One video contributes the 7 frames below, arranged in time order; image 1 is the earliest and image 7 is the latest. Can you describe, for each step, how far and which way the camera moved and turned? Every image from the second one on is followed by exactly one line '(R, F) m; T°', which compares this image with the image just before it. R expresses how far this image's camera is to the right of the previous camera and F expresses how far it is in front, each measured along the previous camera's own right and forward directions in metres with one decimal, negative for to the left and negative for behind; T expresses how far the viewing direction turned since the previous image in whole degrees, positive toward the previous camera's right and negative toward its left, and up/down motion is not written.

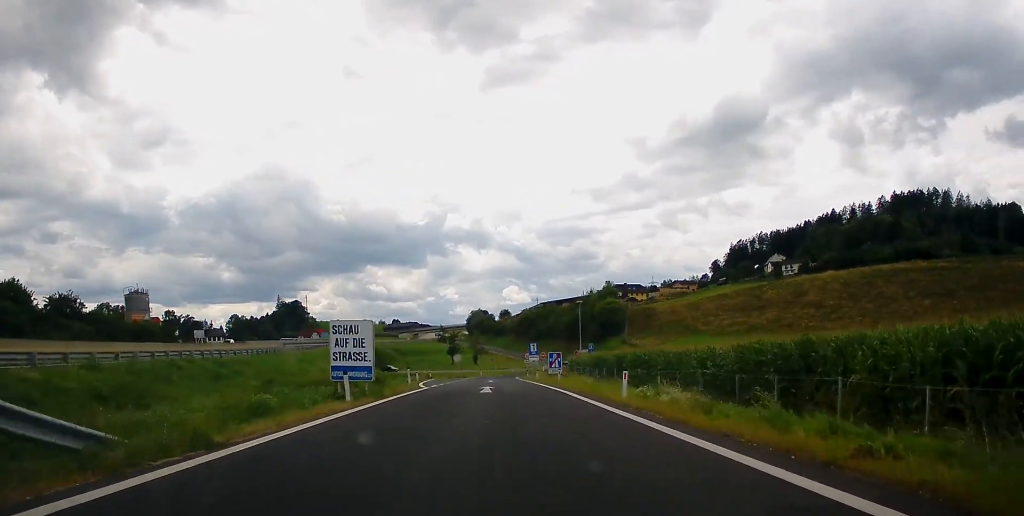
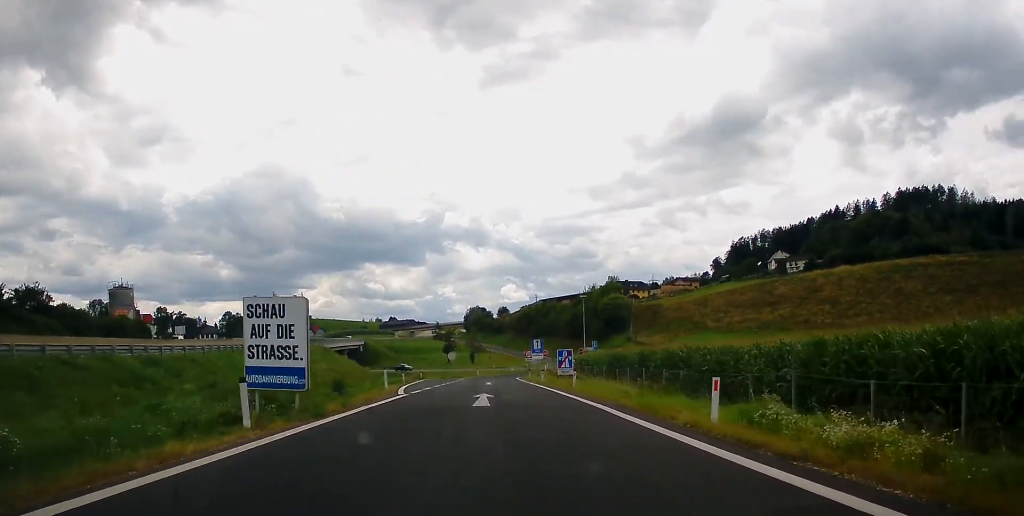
(-0.1, +9.4) m; -1°
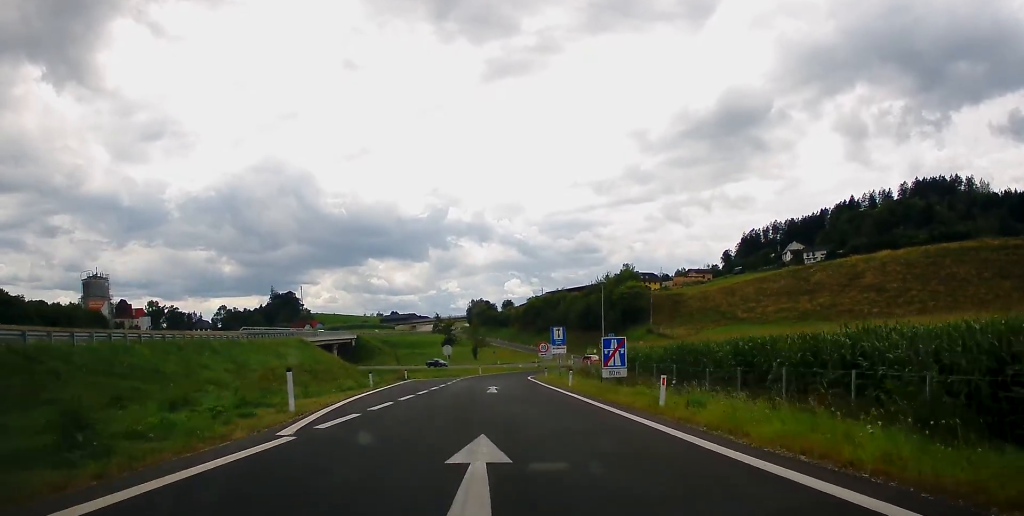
(-0.3, +17.9) m; -1°
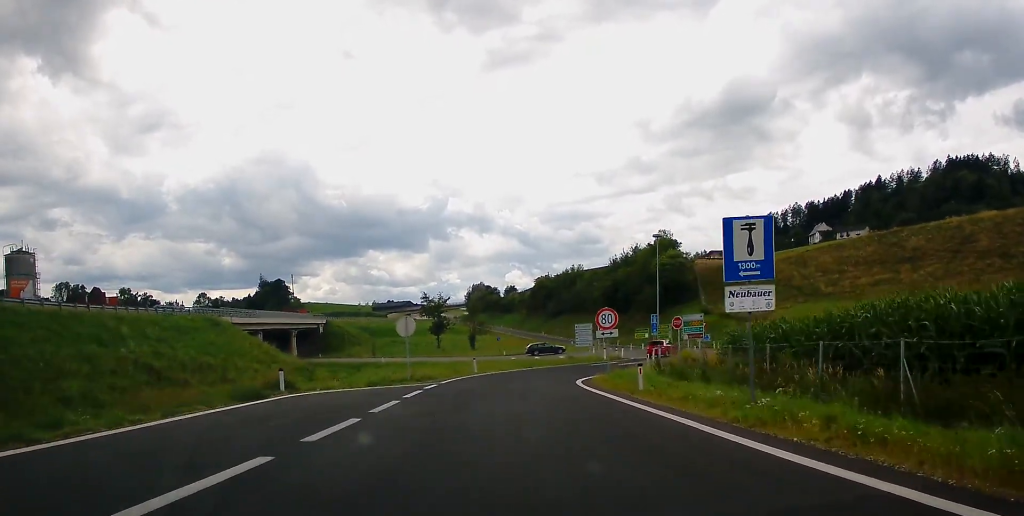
(+1.6, +36.8) m; +2°
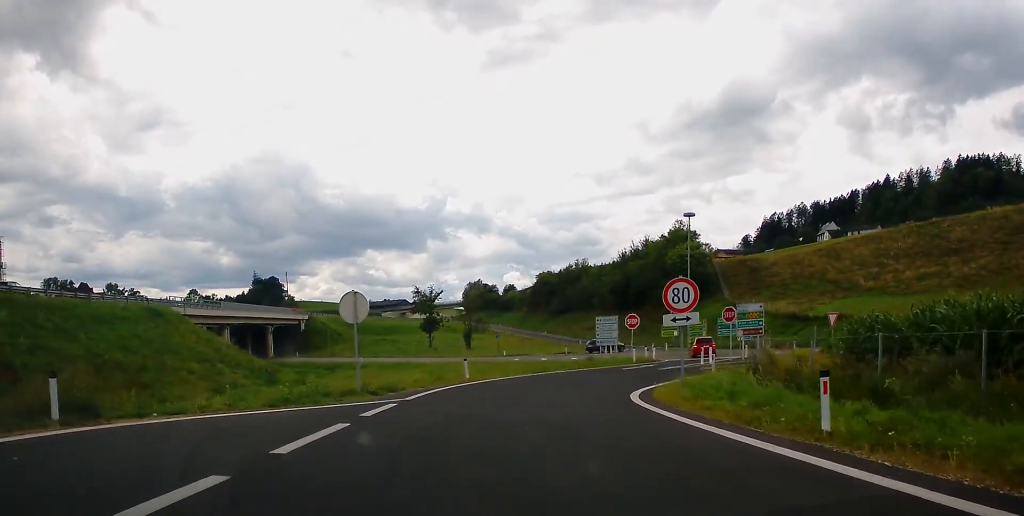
(-0.2, +13.5) m; 0°
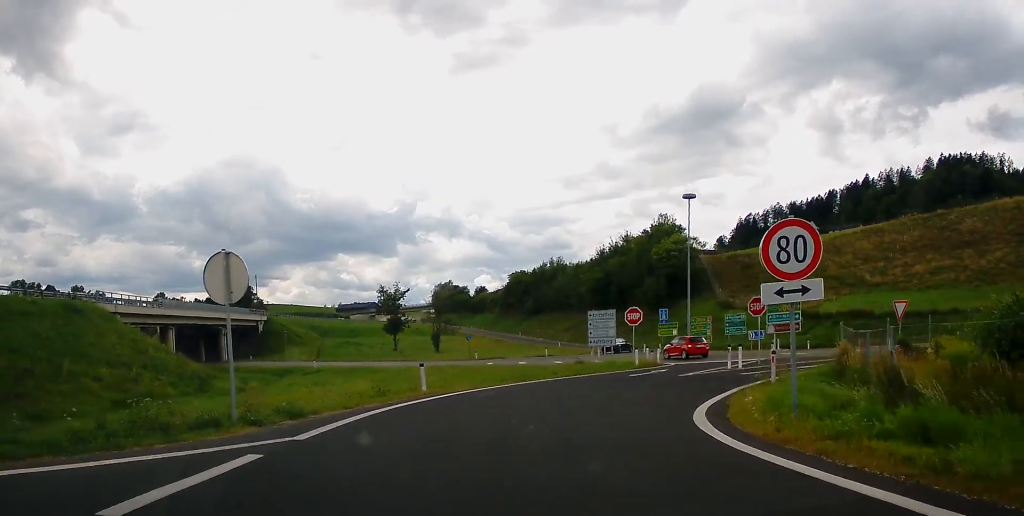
(+0.1, +9.4) m; +4°
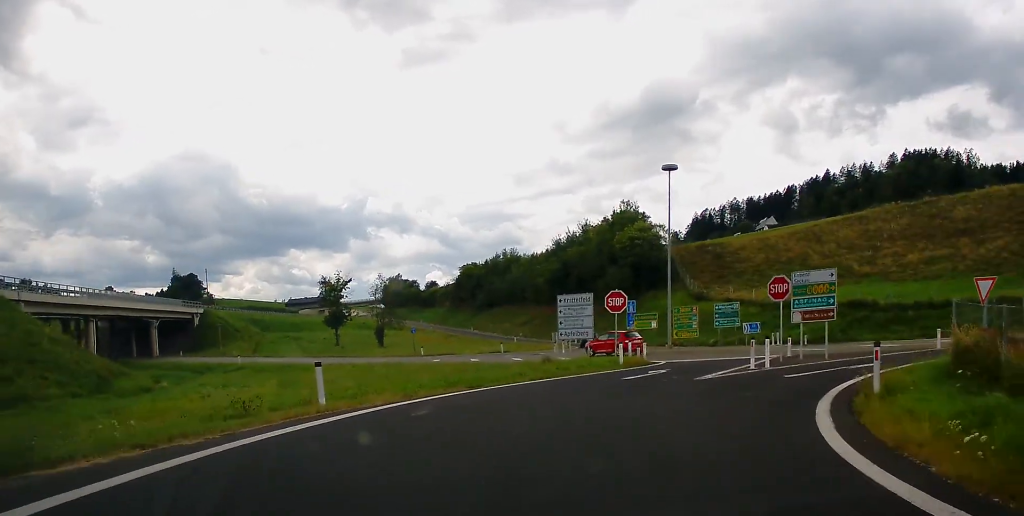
(+0.3, +8.5) m; +6°
